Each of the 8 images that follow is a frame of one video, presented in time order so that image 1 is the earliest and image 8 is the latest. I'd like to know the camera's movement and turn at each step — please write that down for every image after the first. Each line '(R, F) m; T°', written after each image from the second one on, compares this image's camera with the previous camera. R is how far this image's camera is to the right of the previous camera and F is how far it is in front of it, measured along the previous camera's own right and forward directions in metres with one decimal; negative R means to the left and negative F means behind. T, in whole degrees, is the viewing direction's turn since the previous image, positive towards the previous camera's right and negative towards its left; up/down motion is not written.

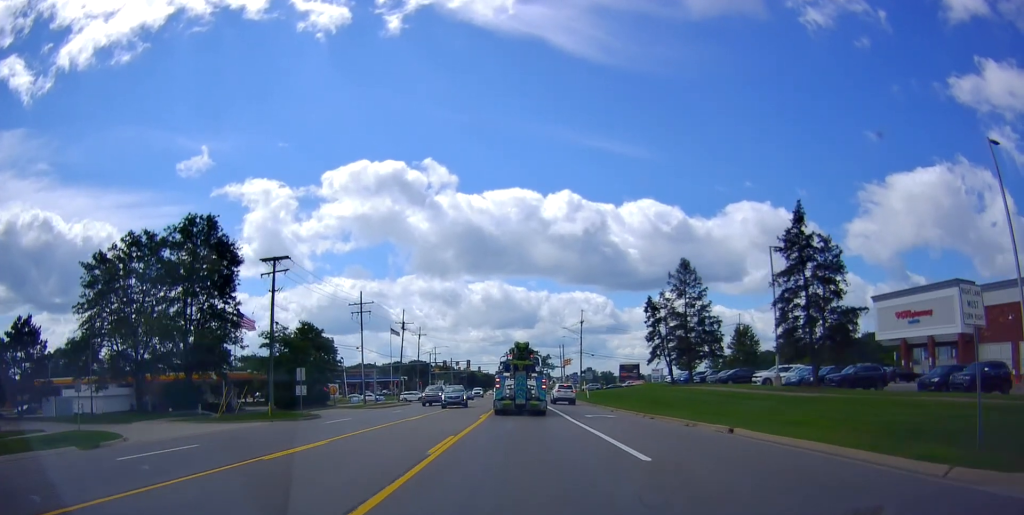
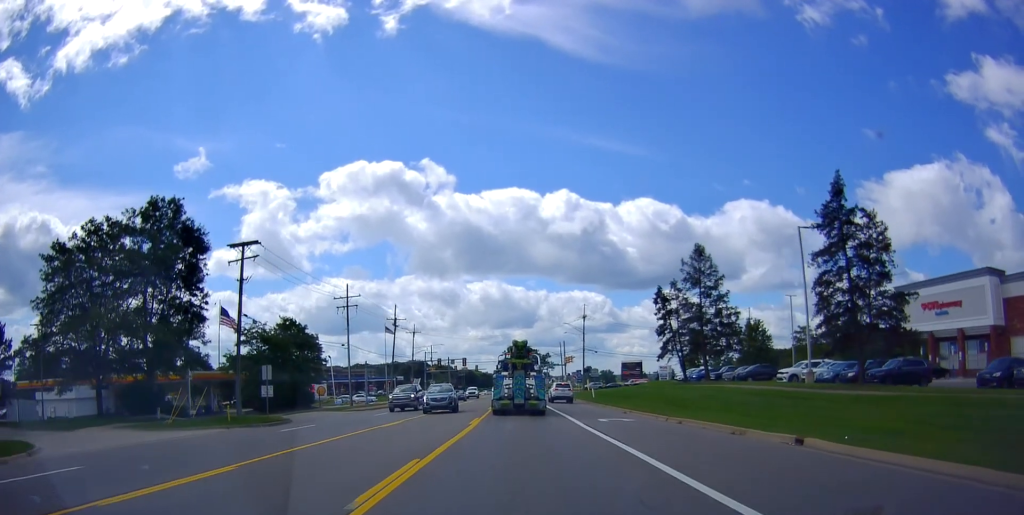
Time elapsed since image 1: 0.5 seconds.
(0.0, +4.9) m; 0°
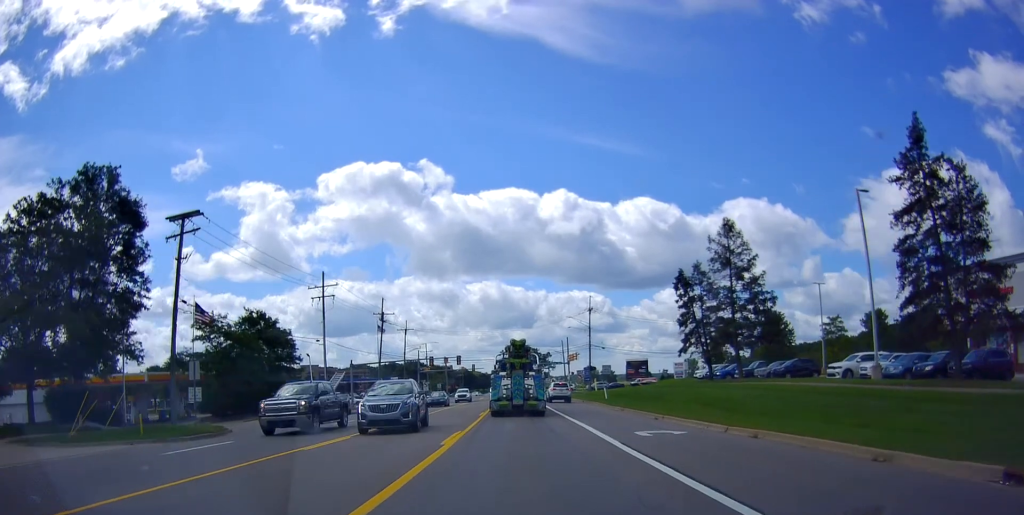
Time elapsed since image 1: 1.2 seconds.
(0.0, +7.9) m; 0°
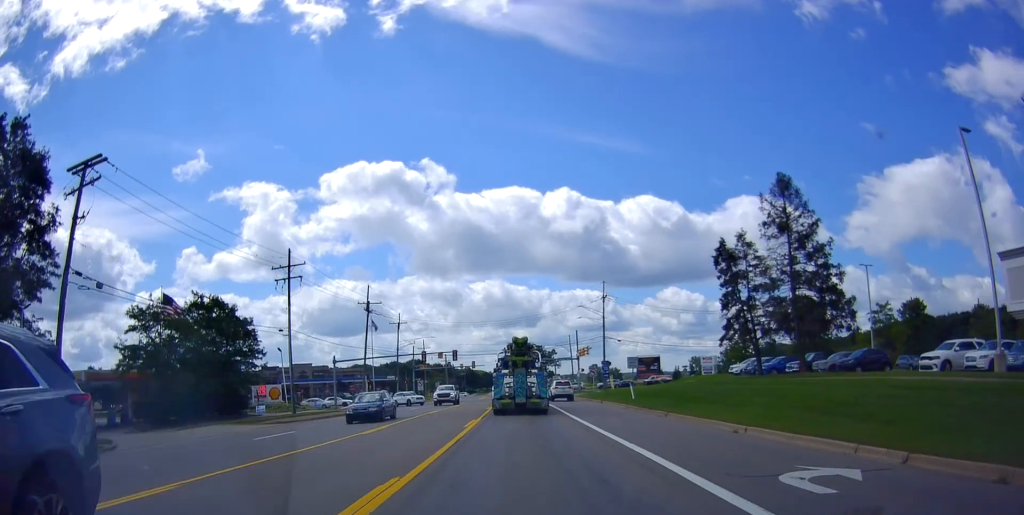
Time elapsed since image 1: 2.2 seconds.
(0.0, +10.5) m; 0°
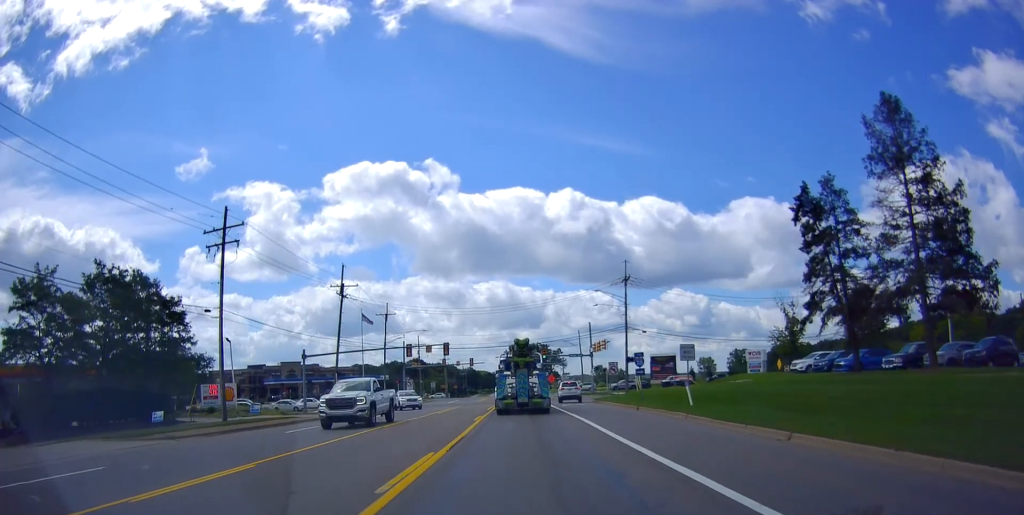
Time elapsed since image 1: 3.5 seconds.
(0.0, +13.9) m; 0°
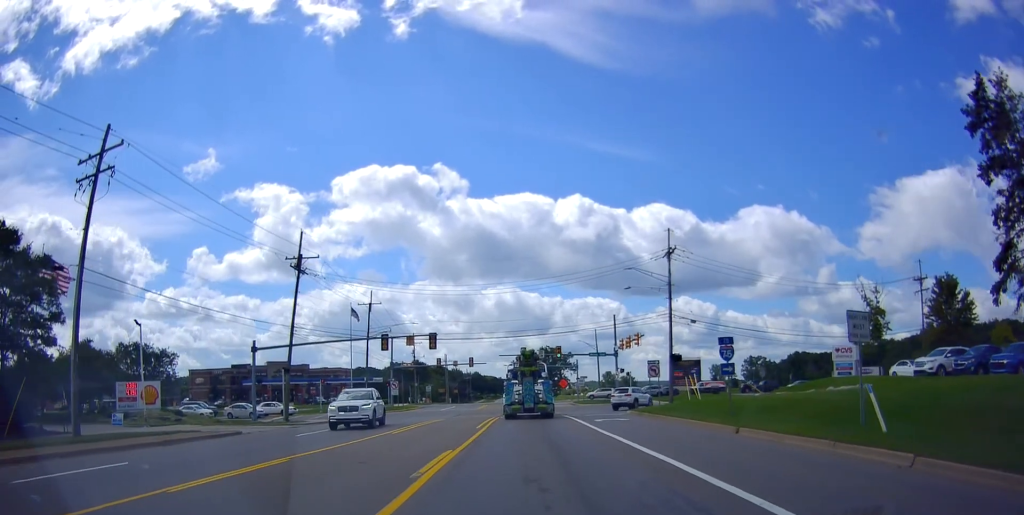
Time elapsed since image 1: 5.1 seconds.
(0.0, +16.2) m; -3°
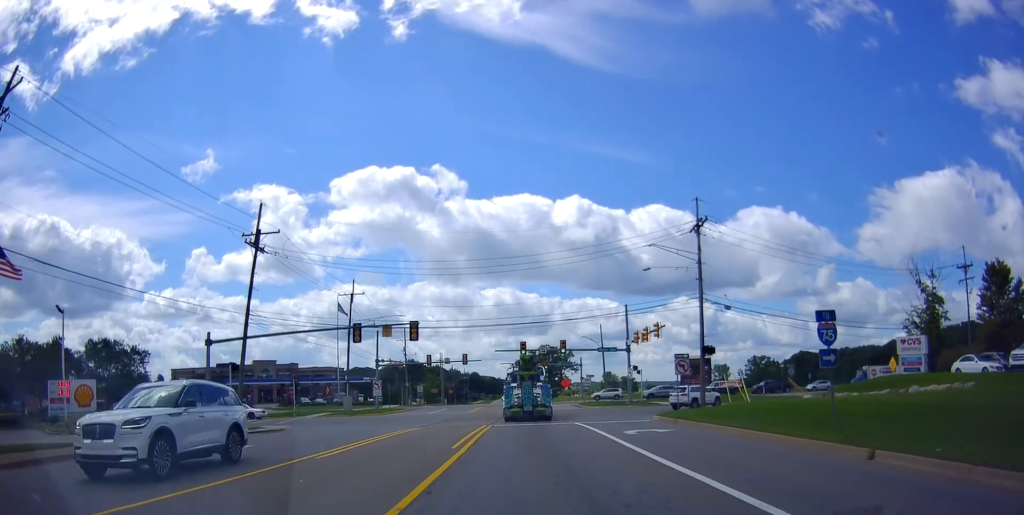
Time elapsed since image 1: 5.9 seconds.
(-0.2, +7.7) m; -2°
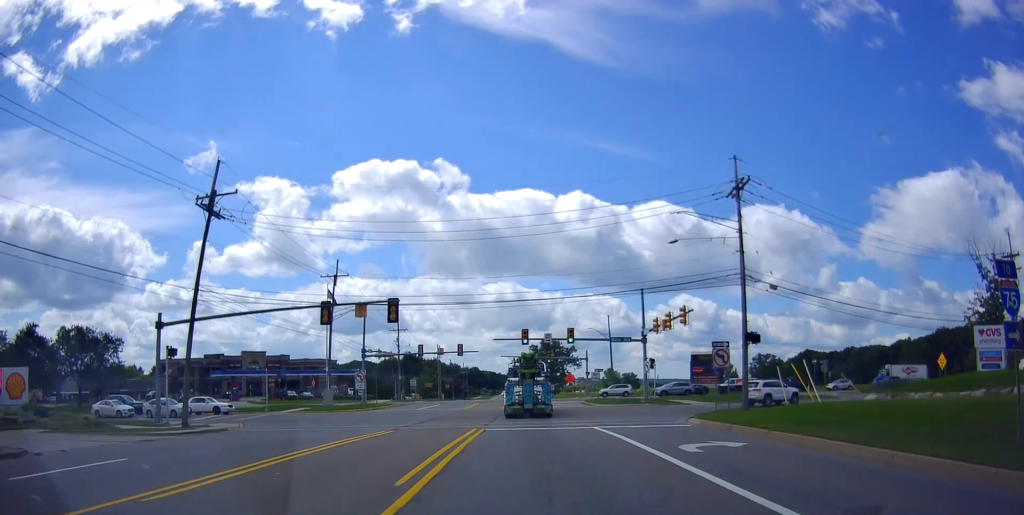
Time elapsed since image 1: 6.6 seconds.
(-0.5, +6.1) m; 0°
